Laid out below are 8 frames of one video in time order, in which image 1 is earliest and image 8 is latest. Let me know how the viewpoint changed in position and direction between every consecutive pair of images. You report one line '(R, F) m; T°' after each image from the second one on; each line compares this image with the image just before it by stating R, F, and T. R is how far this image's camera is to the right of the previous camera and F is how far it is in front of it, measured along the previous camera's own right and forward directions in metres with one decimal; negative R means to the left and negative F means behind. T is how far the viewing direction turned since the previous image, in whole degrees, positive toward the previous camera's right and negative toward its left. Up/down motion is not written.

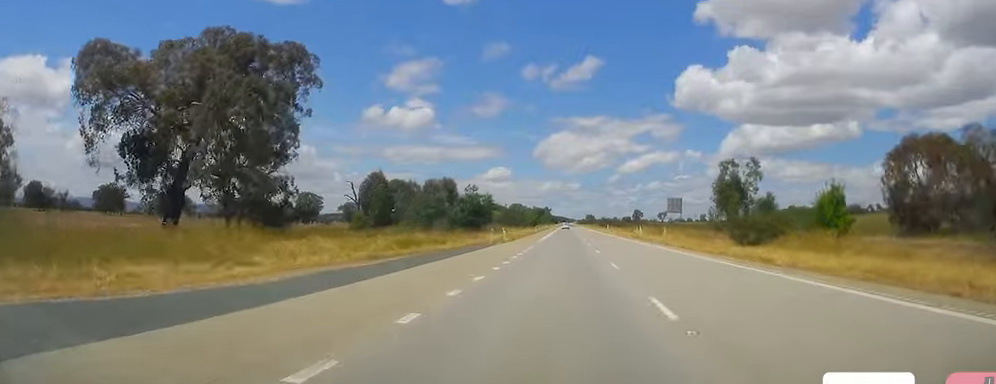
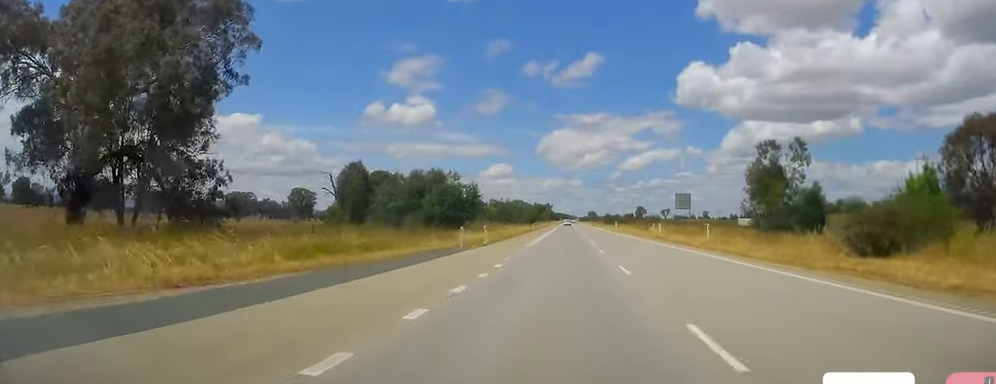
(-0.2, +15.6) m; 0°
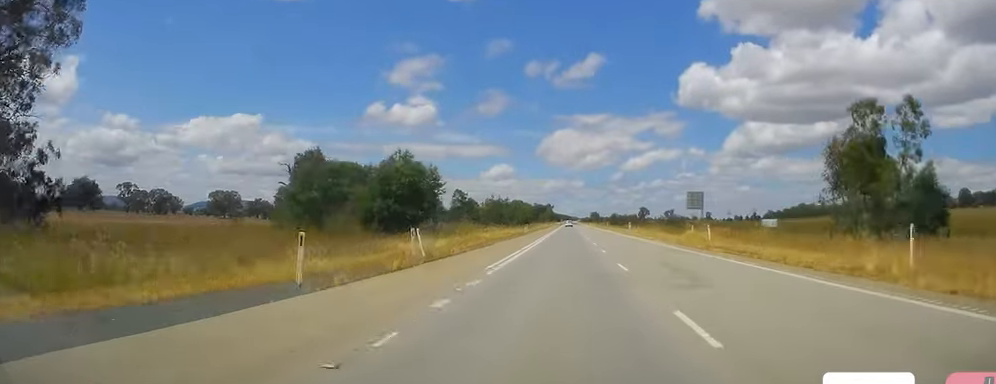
(+0.4, +22.4) m; -1°
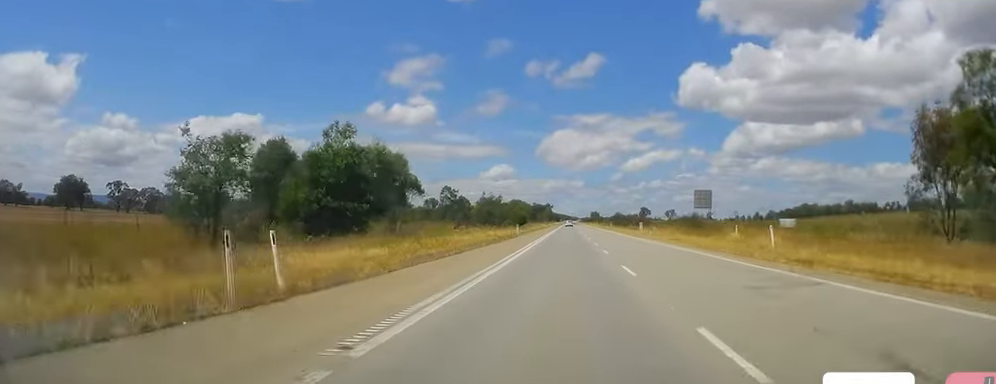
(-0.2, +13.6) m; 0°
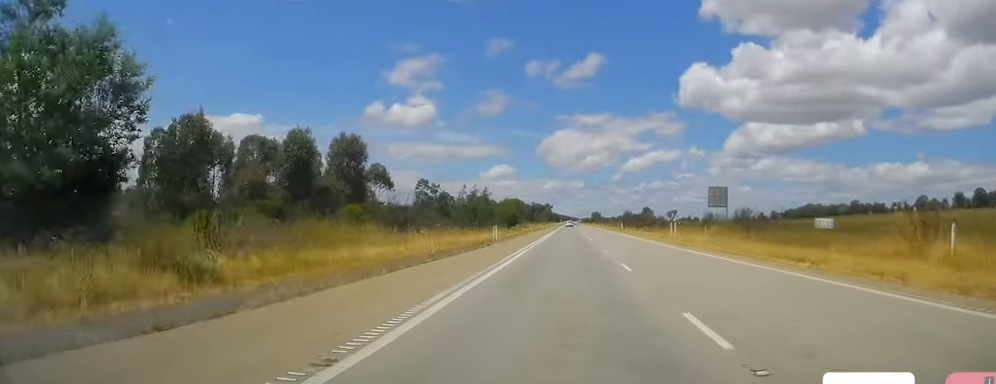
(-0.9, +22.3) m; 0°
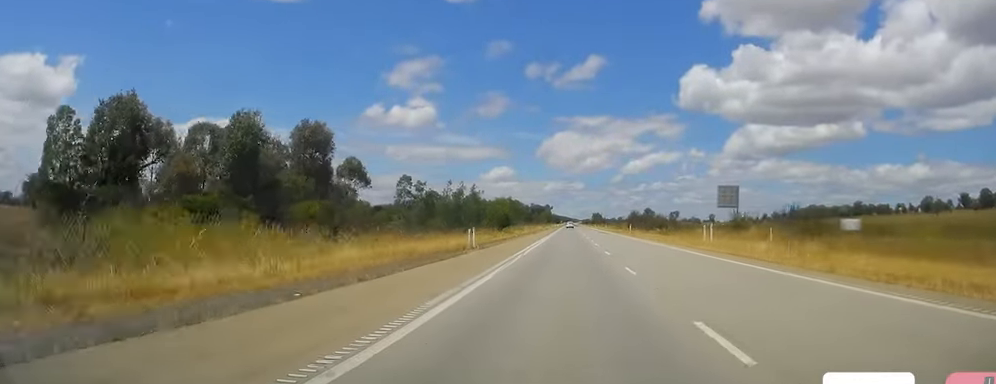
(+0.6, +12.6) m; +1°
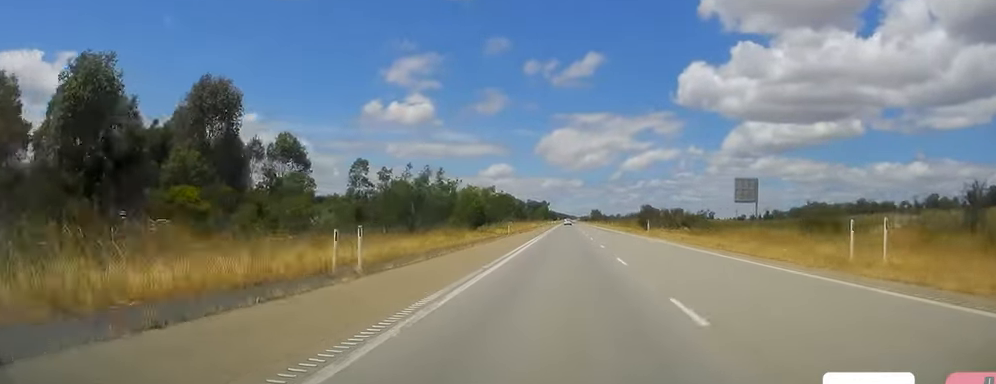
(+0.5, +21.4) m; +1°
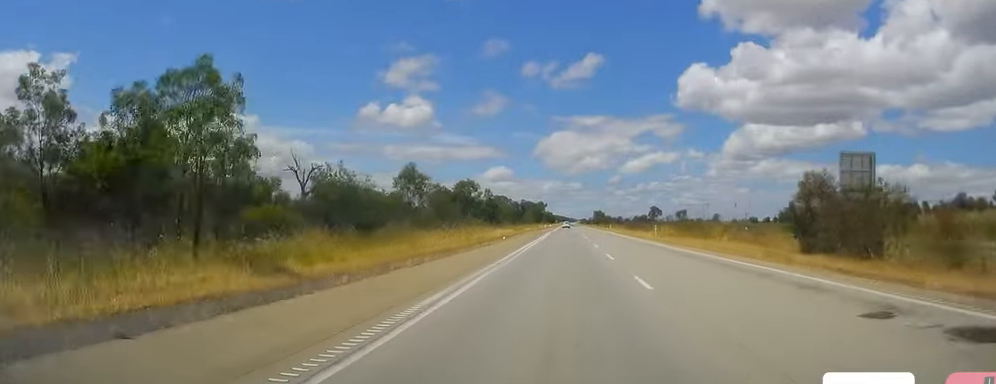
(-1.5, +66.2) m; -1°
